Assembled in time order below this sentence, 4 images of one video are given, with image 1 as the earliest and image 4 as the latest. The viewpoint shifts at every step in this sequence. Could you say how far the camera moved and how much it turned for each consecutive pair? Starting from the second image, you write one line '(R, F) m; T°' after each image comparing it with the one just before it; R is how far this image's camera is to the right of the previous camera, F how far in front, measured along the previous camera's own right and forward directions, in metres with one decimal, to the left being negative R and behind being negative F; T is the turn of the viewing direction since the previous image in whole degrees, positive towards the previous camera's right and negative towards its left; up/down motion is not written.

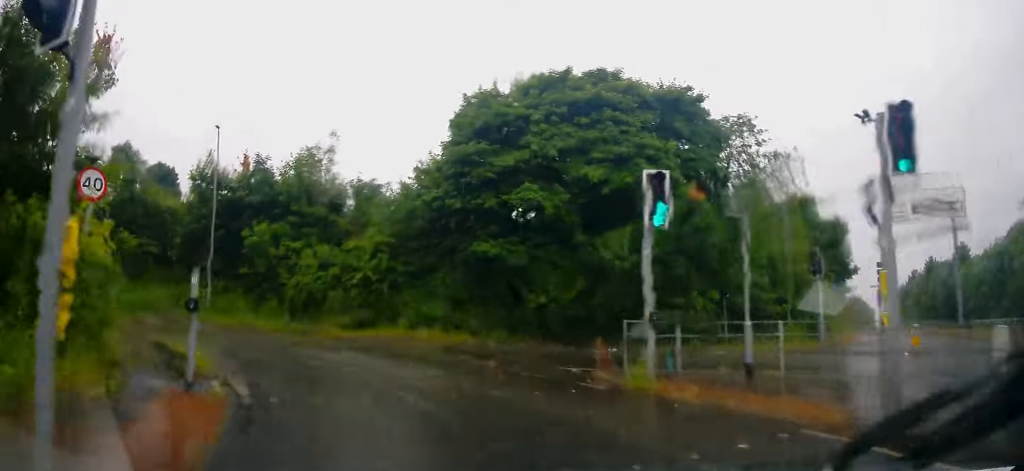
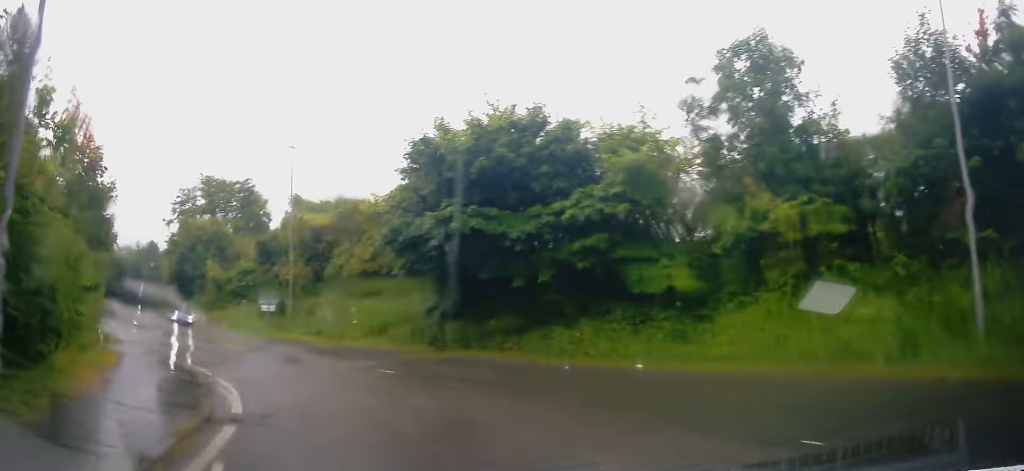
(-9.8, +15.6) m; -69°
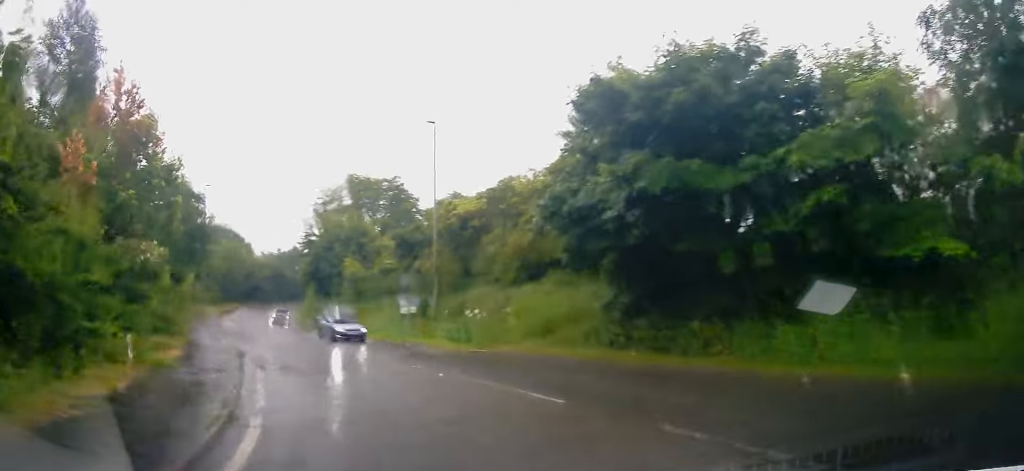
(-0.7, +4.6) m; -17°
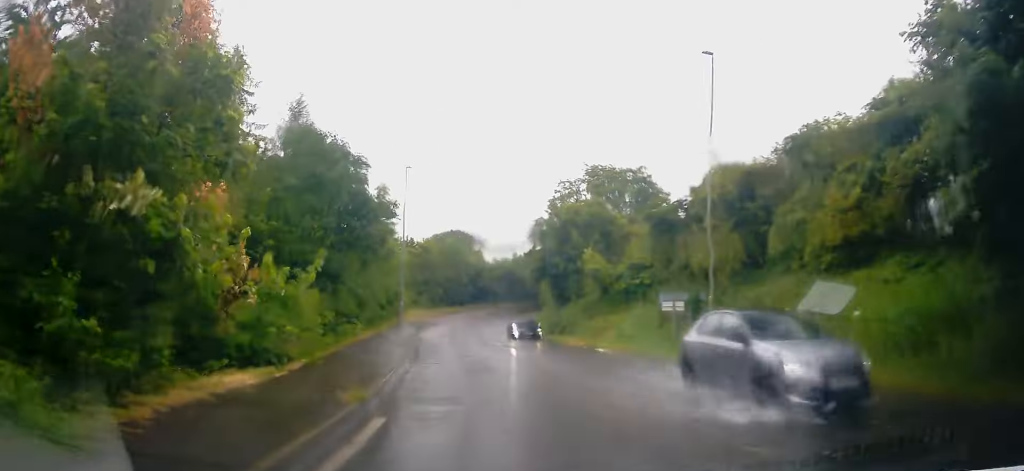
(-1.9, +8.0) m; -19°
